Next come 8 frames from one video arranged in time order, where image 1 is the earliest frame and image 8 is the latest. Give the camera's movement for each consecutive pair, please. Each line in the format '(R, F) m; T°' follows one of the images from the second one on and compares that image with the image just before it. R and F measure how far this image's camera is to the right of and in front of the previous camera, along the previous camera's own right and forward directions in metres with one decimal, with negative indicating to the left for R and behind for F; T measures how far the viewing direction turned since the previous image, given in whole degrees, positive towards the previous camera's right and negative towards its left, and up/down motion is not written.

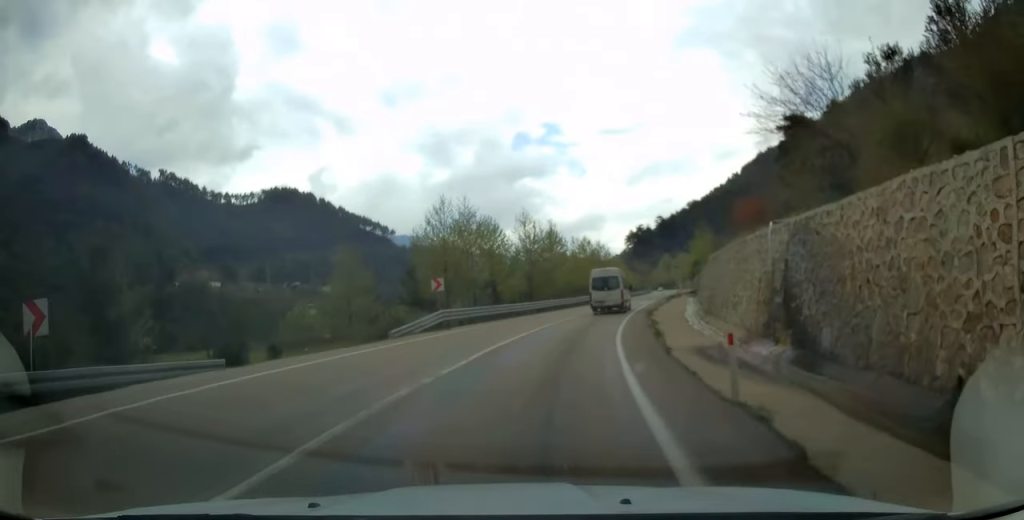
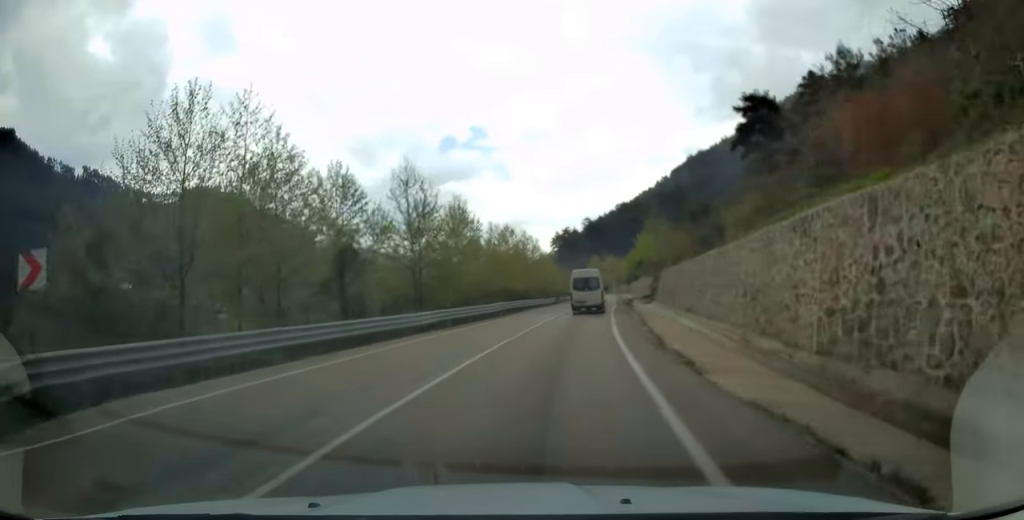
(+1.7, +22.1) m; +8°
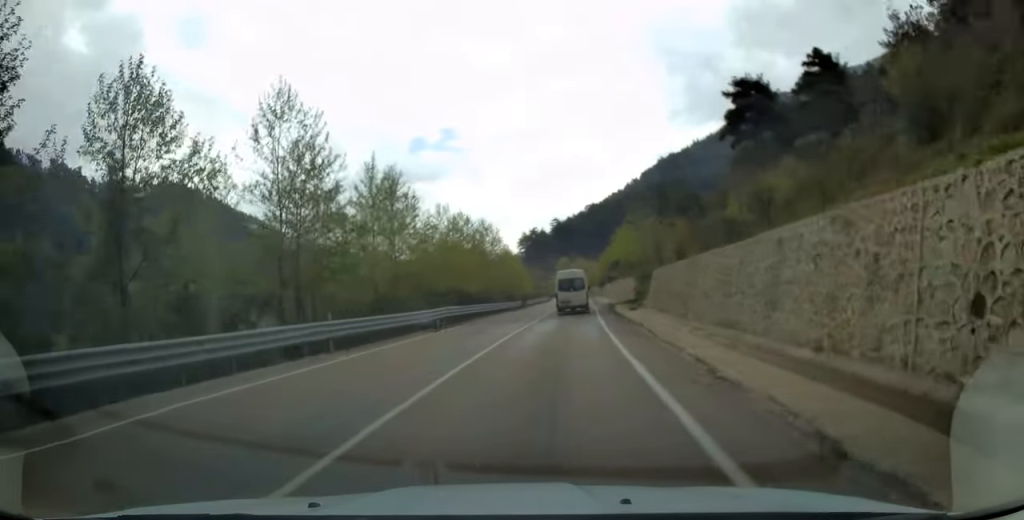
(+0.6, +13.8) m; +3°
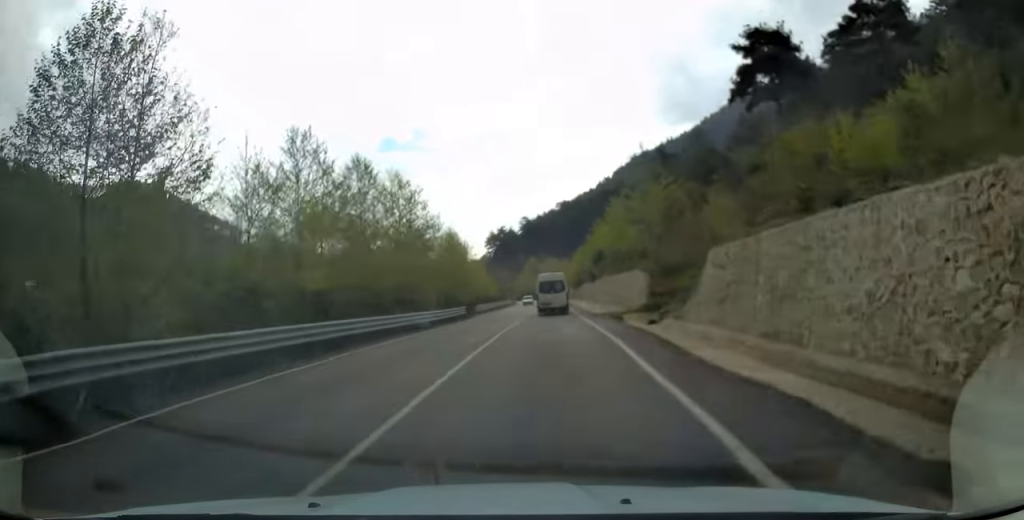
(+0.7, +25.5) m; +2°
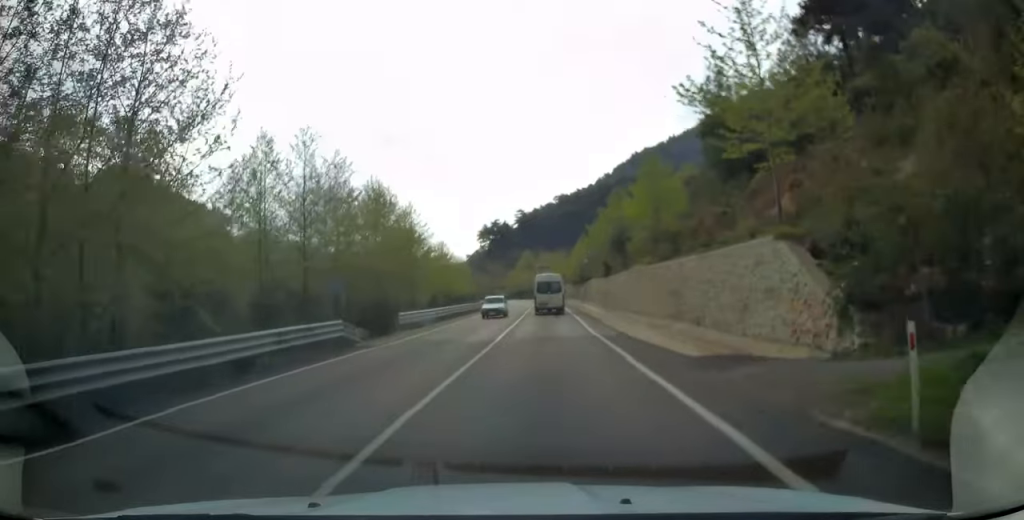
(-0.1, +27.7) m; -1°
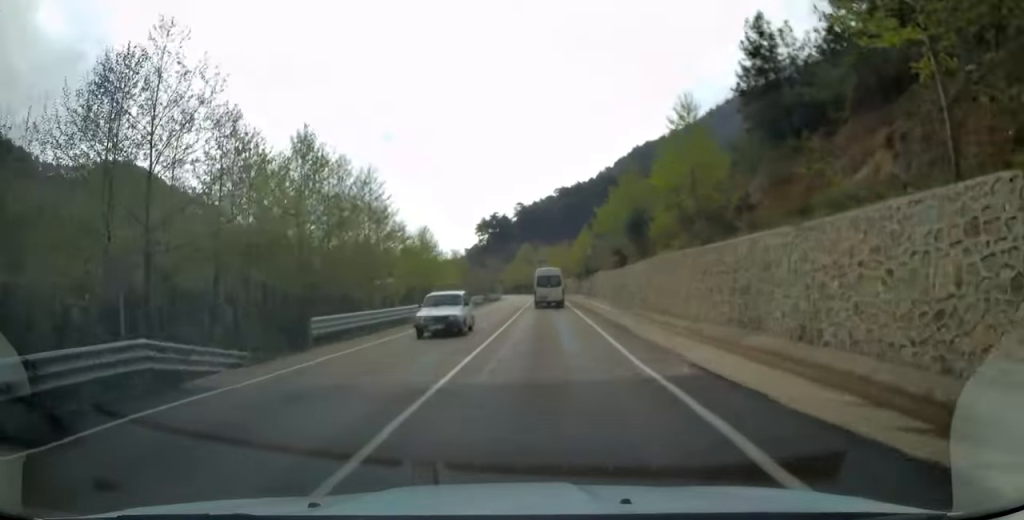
(0.0, +10.5) m; 0°
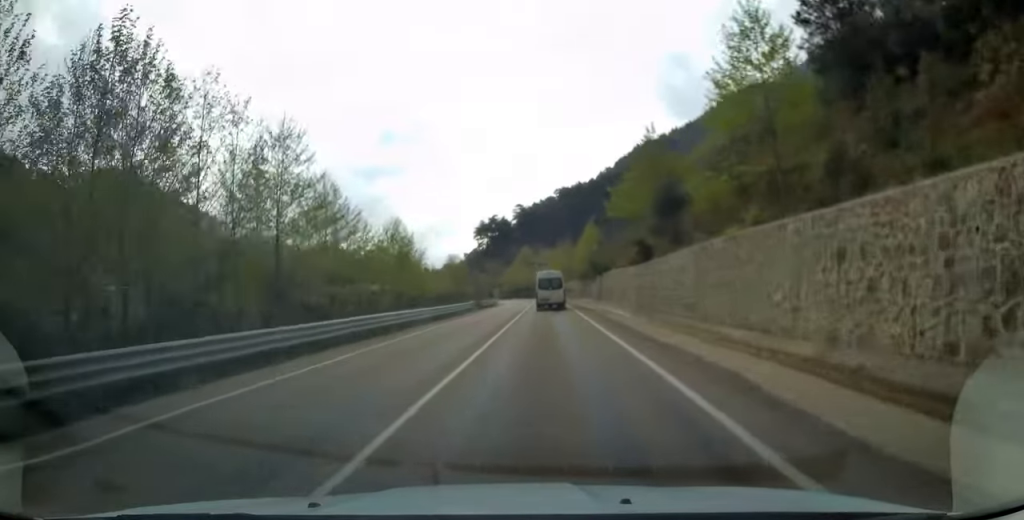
(-0.1, +11.9) m; 0°
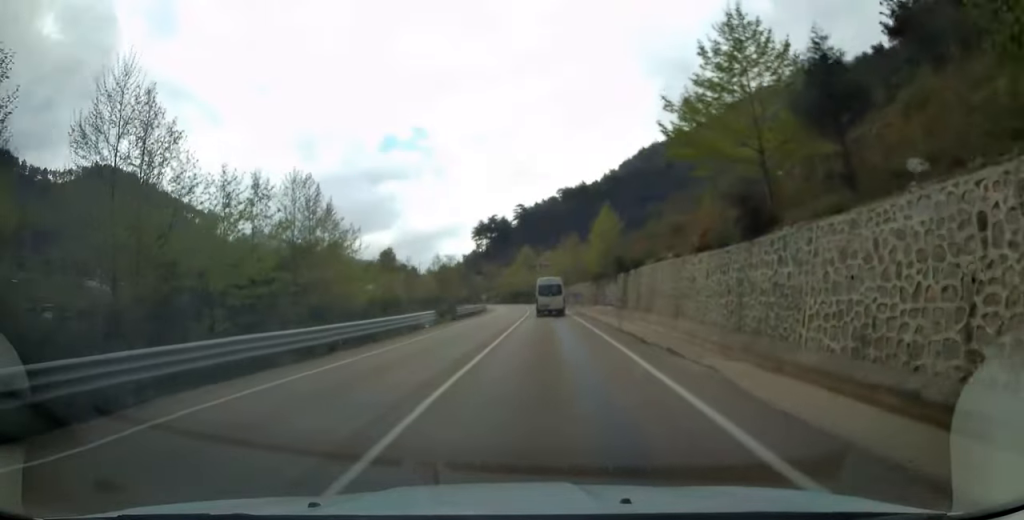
(+0.1, +20.3) m; 0°
